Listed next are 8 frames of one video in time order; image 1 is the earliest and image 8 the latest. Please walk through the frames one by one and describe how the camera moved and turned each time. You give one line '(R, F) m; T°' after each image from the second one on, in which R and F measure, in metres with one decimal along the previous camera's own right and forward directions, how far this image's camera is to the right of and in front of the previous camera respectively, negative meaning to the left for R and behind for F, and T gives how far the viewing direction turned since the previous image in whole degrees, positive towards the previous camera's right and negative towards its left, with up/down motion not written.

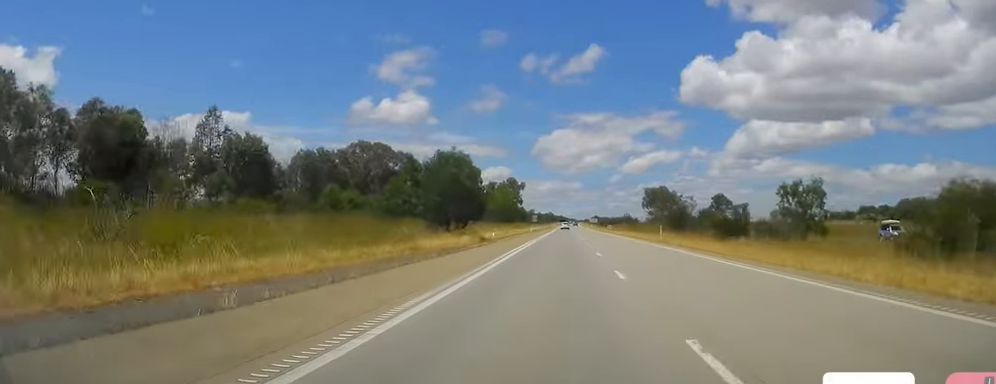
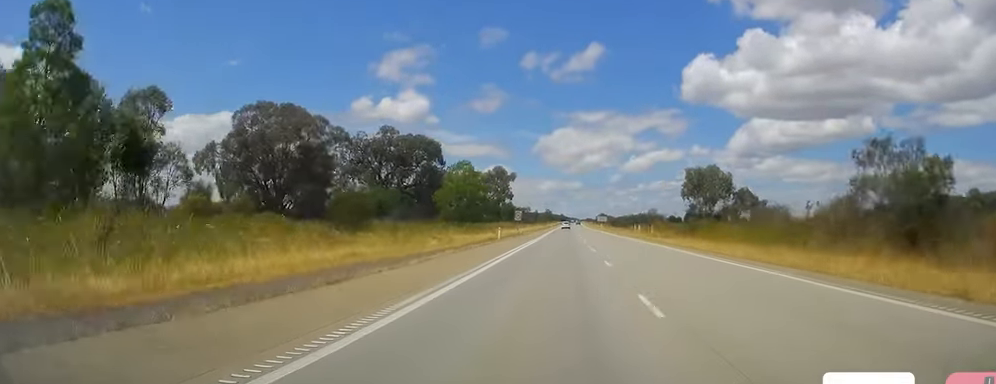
(-0.1, +54.3) m; +1°
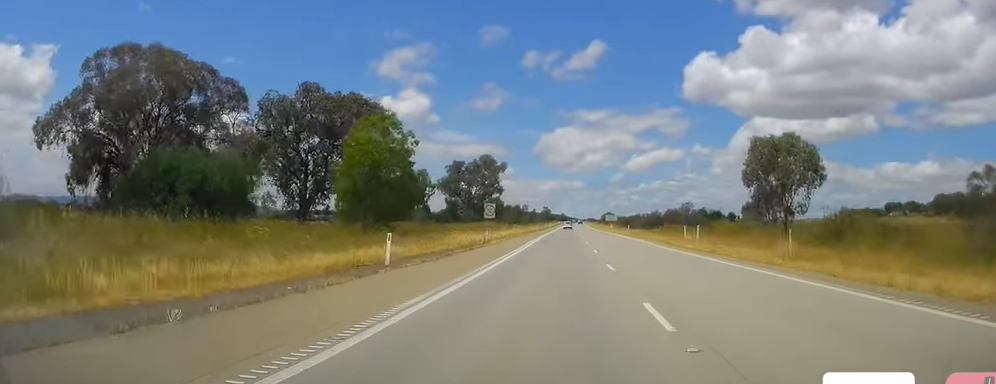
(+0.6, +37.2) m; 0°
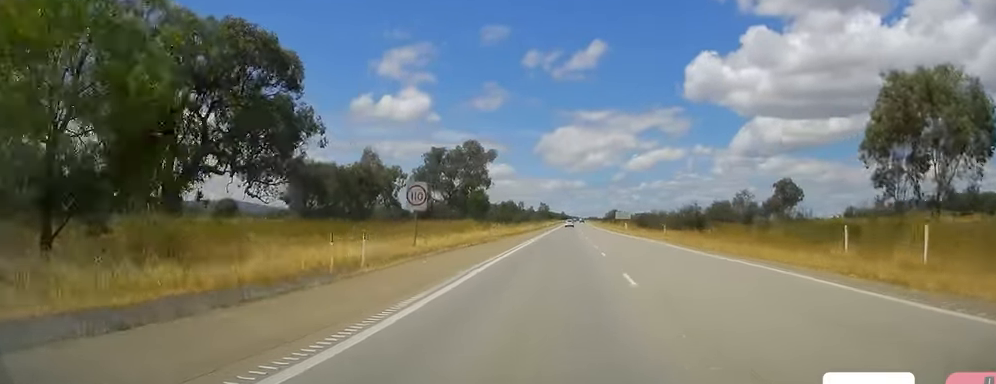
(-0.5, +30.2) m; -1°
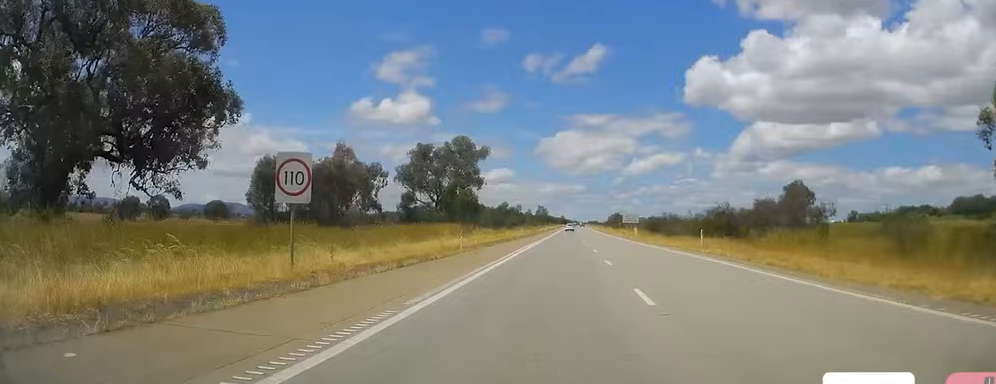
(0.0, +14.6) m; 0°
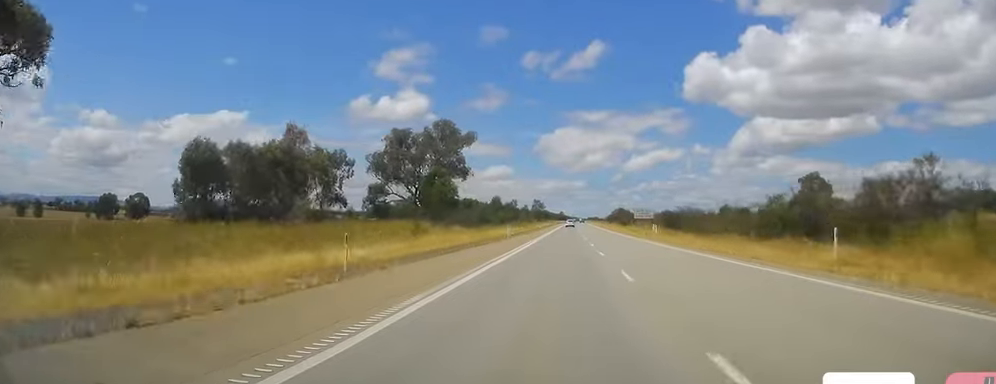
(-0.1, +19.4) m; 0°
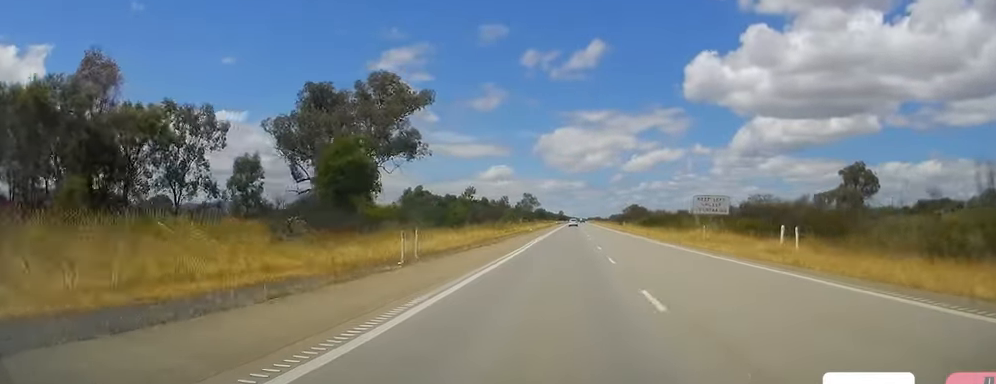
(+0.4, +40.6) m; +1°
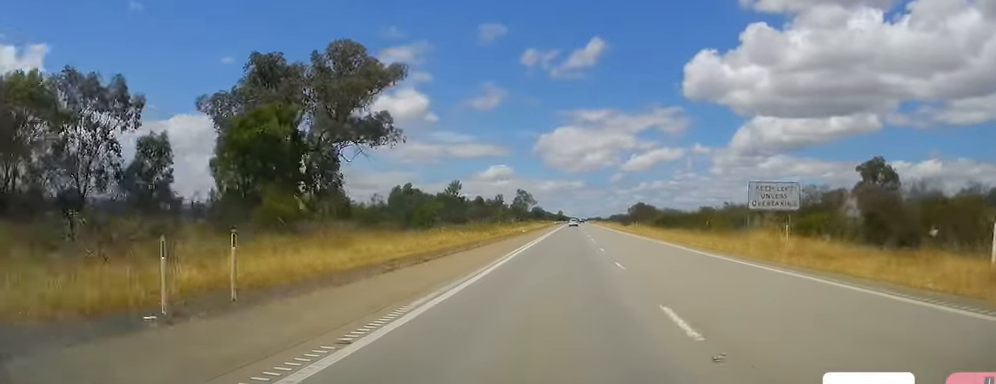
(+0.1, +14.5) m; 0°
